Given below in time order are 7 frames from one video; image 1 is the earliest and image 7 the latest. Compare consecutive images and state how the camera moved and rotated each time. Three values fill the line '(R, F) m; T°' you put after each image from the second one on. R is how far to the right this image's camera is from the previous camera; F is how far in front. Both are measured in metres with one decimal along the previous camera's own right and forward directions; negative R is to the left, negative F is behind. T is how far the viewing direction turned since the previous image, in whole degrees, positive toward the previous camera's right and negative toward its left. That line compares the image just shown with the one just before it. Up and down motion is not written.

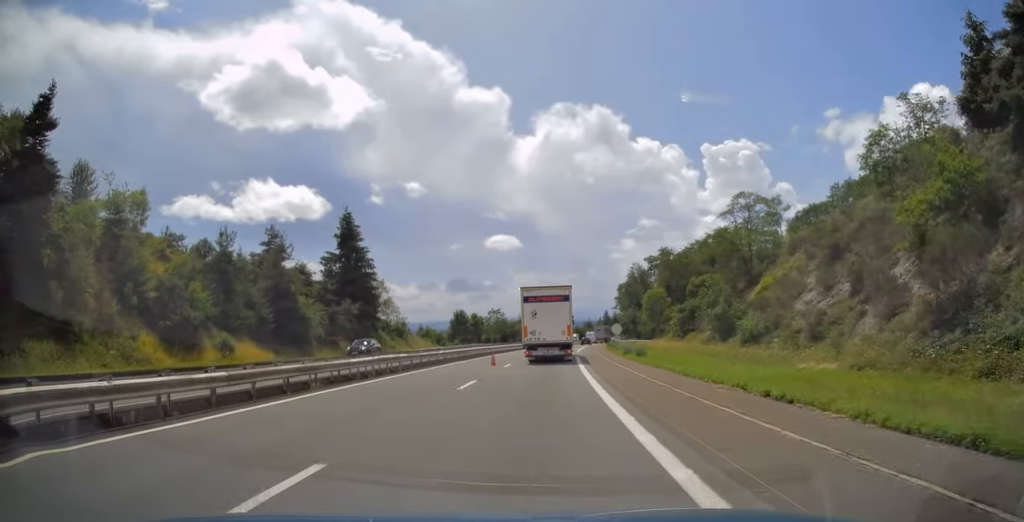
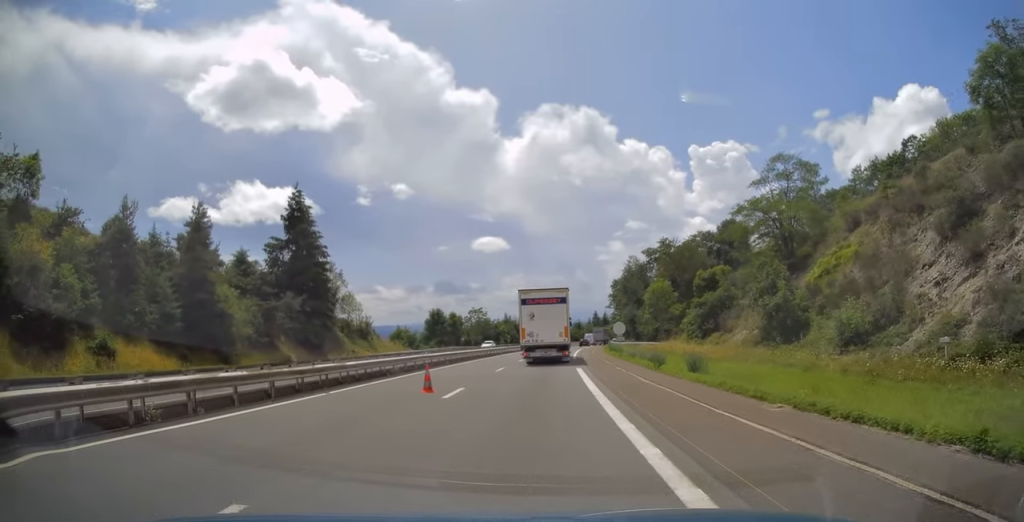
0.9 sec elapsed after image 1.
(+0.2, +14.6) m; +1°
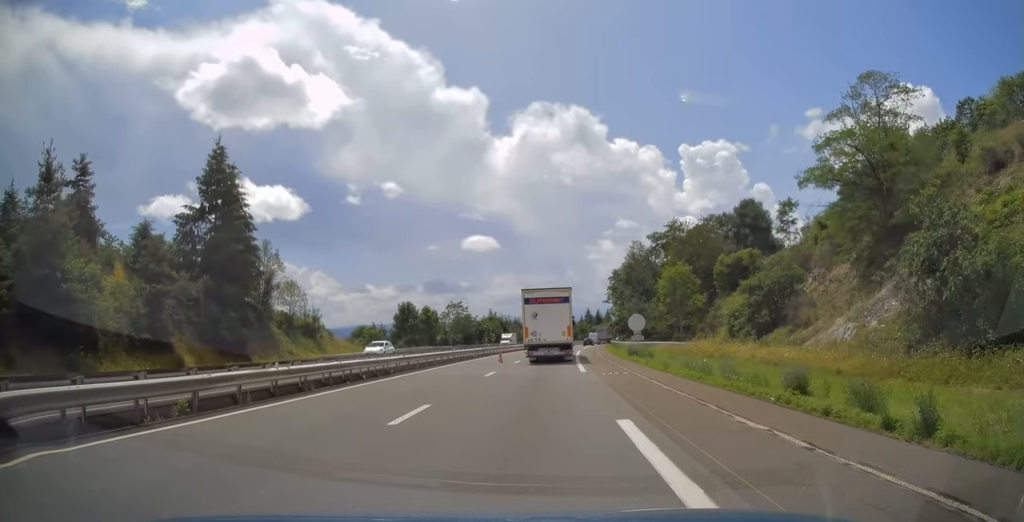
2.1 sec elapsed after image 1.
(+0.1, +17.7) m; +1°
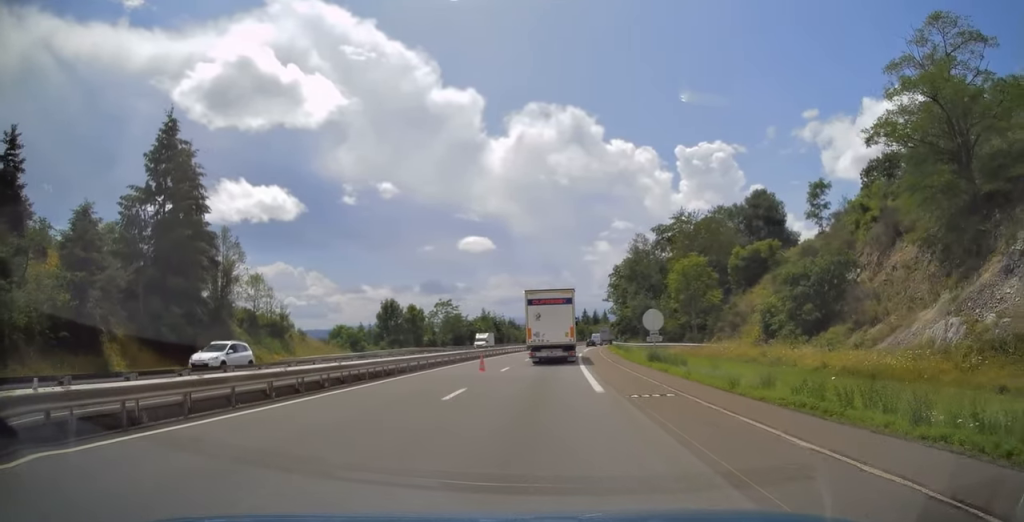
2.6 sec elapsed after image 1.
(0.0, +8.4) m; 0°
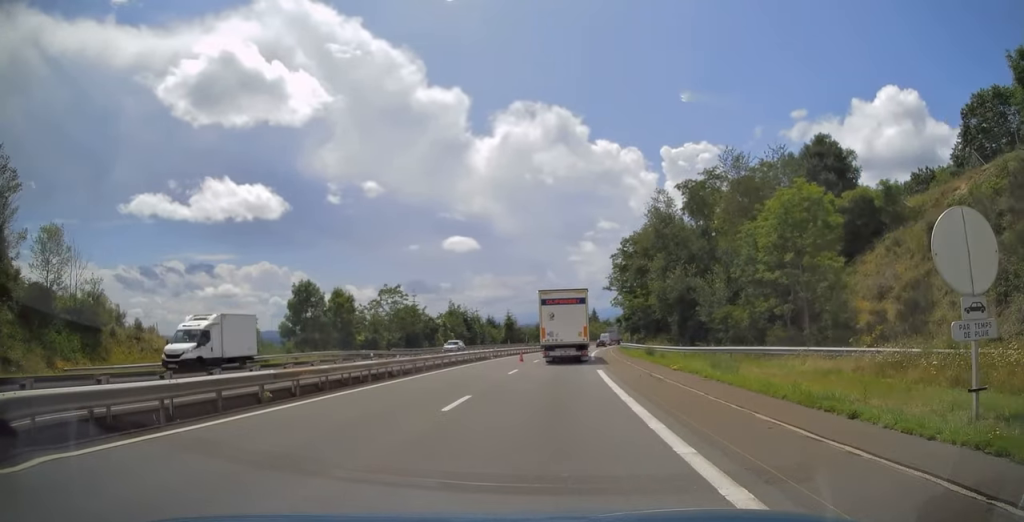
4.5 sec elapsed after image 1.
(+0.1, +29.1) m; +2°
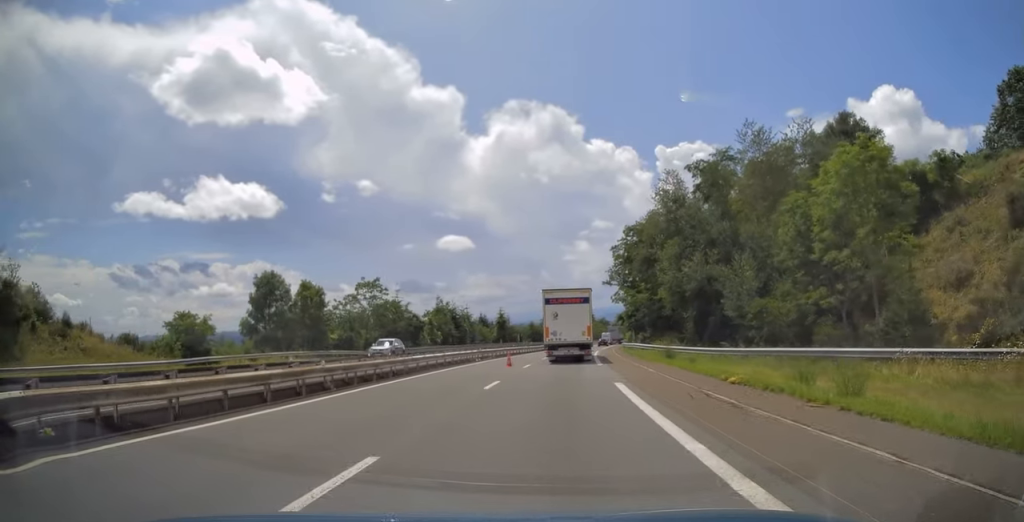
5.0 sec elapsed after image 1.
(+0.2, +7.8) m; +1°
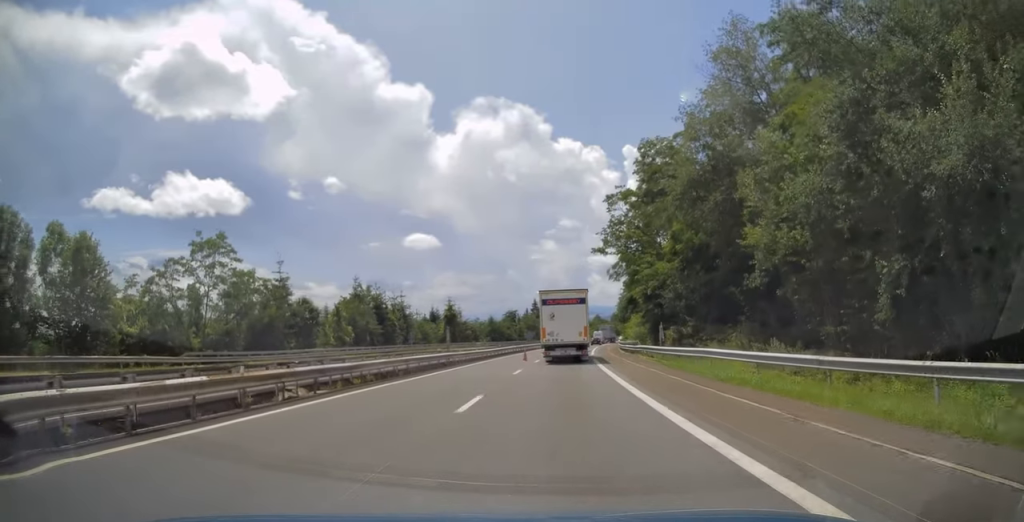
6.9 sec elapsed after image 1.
(+1.0, +31.0) m; +3°
